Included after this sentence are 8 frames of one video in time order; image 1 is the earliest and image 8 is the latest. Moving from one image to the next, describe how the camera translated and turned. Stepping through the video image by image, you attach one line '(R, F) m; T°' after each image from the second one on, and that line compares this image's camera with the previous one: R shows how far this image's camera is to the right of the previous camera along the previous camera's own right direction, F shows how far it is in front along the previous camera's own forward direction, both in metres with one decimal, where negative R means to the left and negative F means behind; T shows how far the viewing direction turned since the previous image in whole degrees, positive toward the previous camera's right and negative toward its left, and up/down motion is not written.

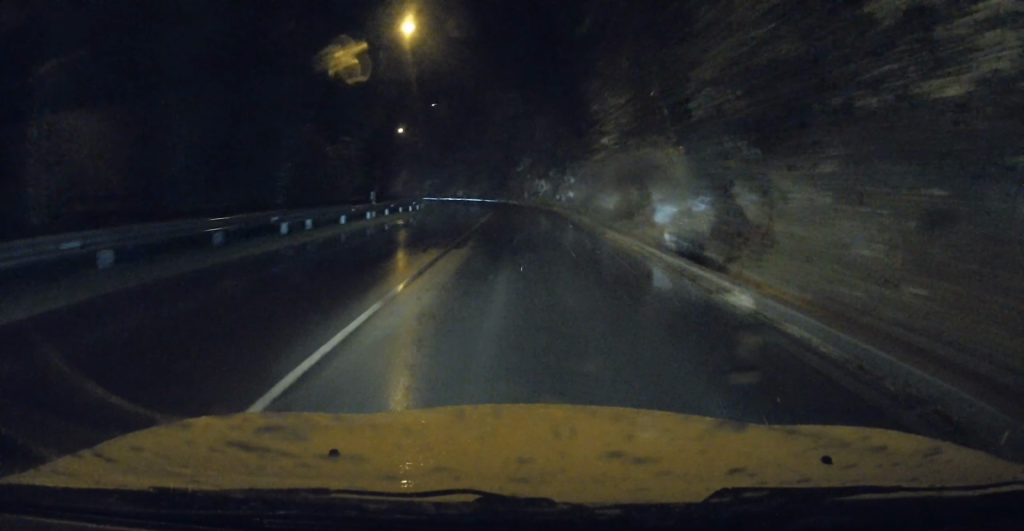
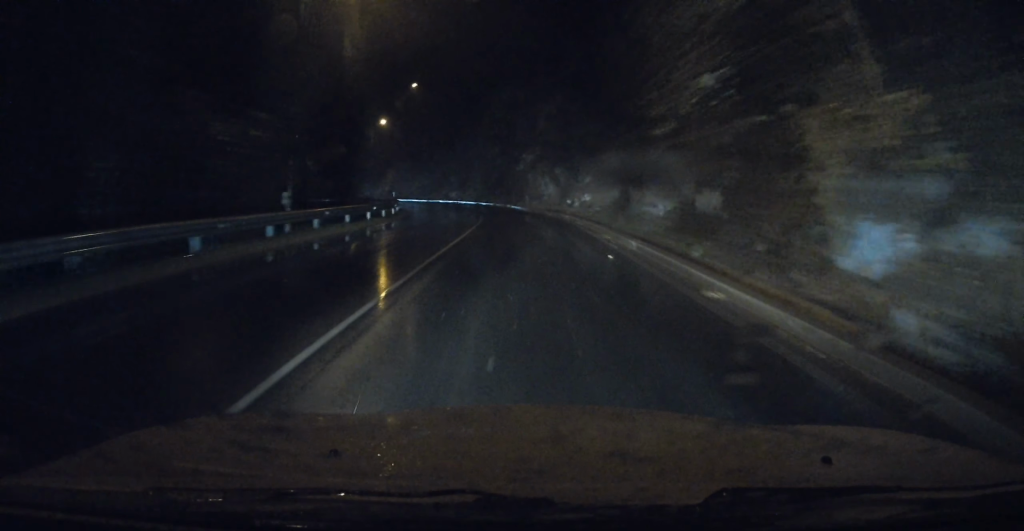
(-0.1, +10.5) m; -1°
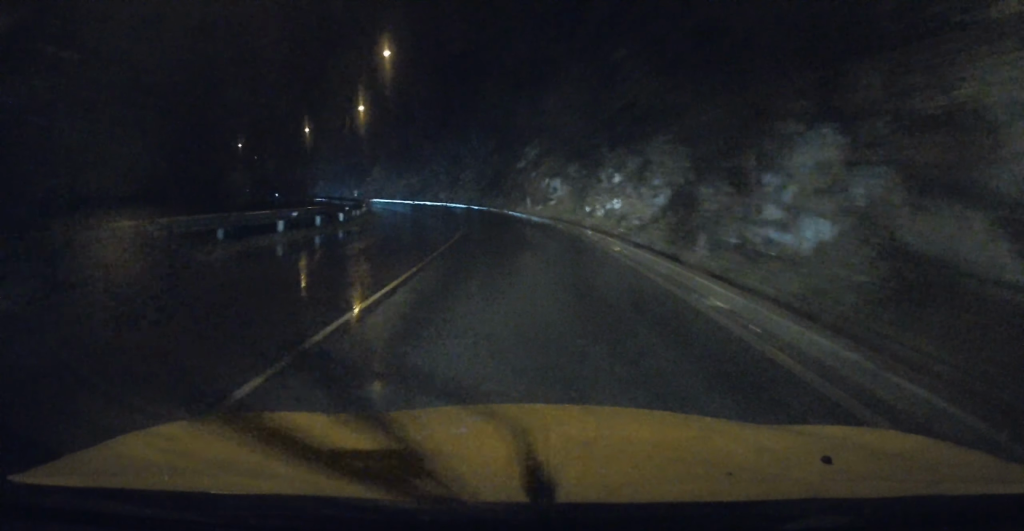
(0.0, +10.2) m; -2°
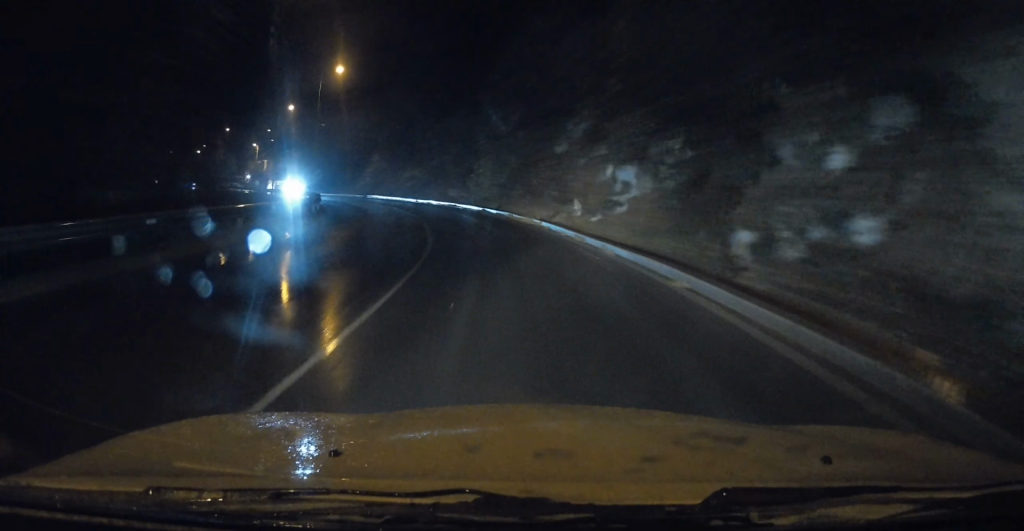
(-0.6, +16.3) m; -5°
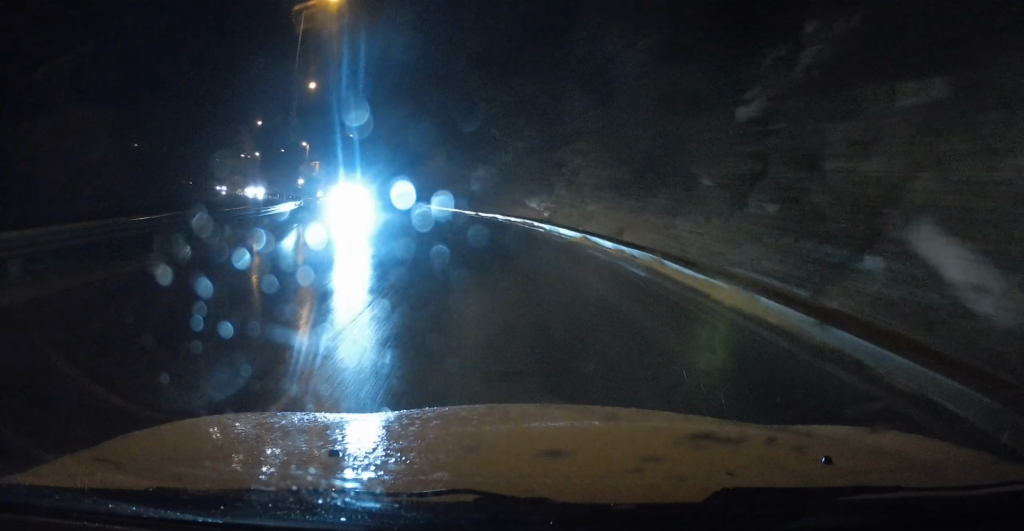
(-1.3, +17.7) m; -8°
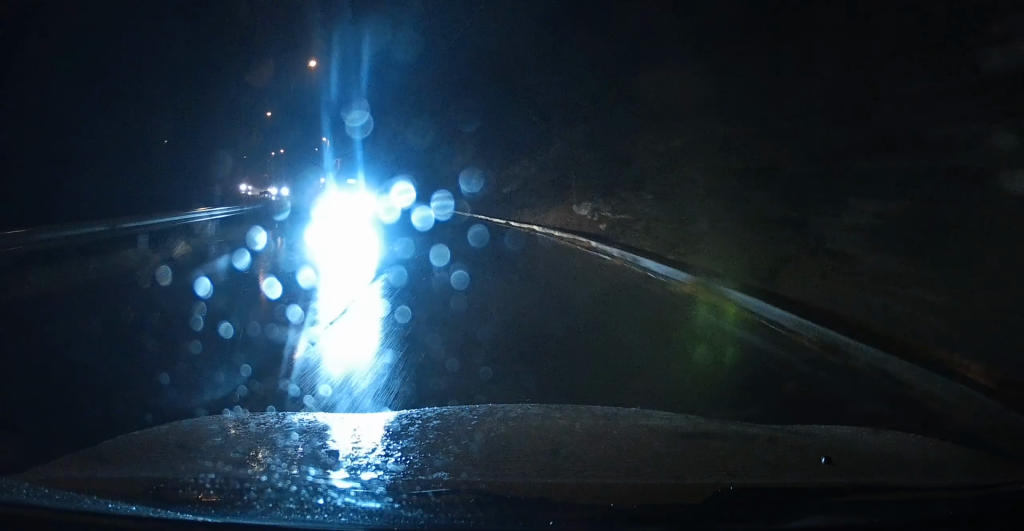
(-0.2, +8.2) m; -3°
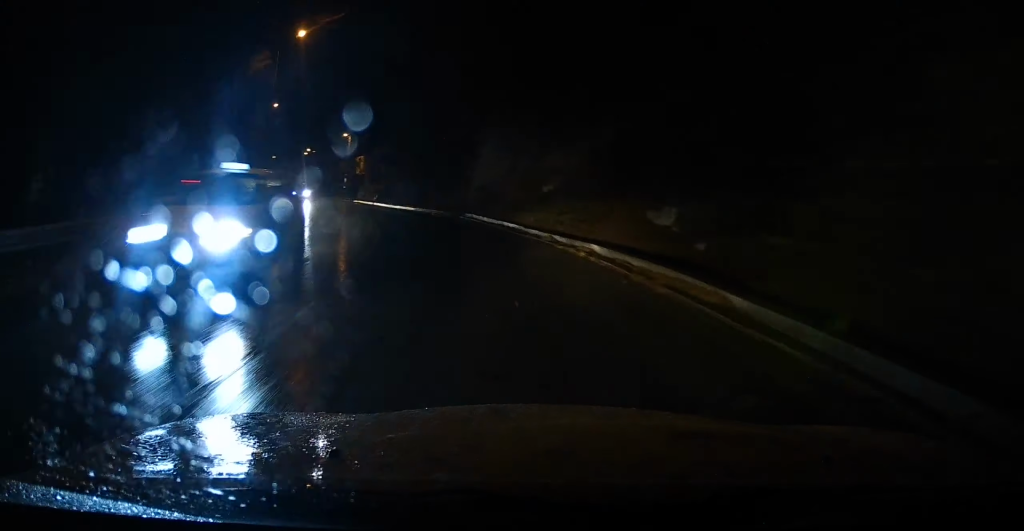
(+0.2, +8.1) m; -3°
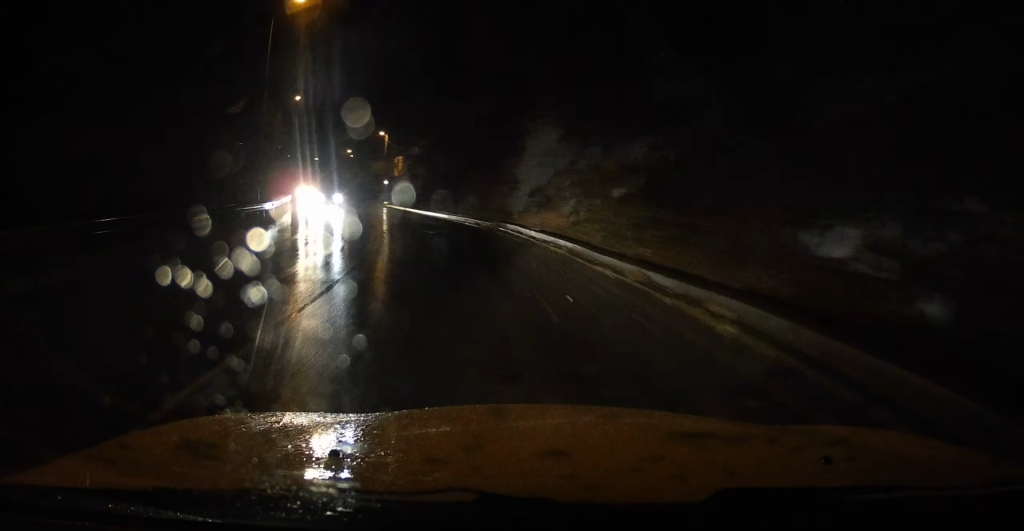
(-0.5, +6.7) m; -3°
